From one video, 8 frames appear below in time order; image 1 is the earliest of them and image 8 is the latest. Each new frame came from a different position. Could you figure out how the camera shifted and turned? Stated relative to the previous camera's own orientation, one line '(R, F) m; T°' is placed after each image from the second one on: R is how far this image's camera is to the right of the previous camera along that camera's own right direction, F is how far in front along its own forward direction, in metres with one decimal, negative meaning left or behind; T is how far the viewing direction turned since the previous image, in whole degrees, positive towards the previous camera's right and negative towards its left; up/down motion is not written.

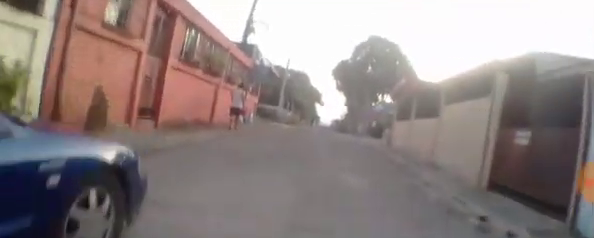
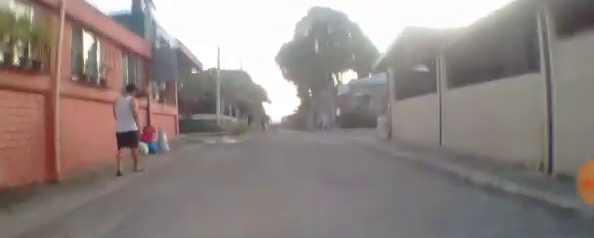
(+0.2, +6.2) m; +5°
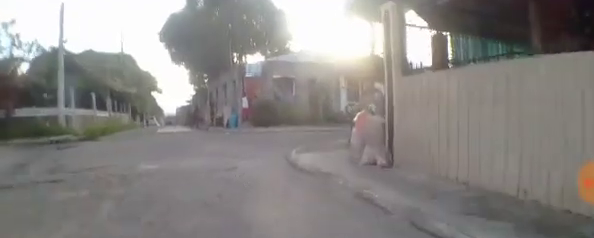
(+0.1, +6.1) m; 0°
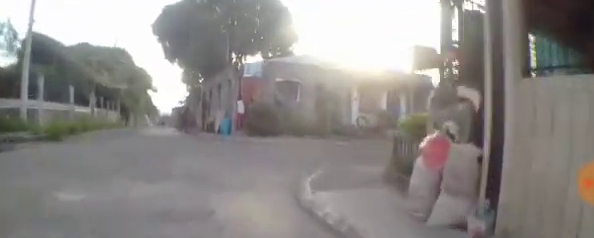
(0.0, +1.8) m; -2°
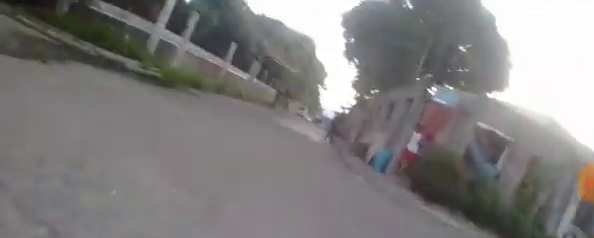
(-0.3, +2.5) m; -35°
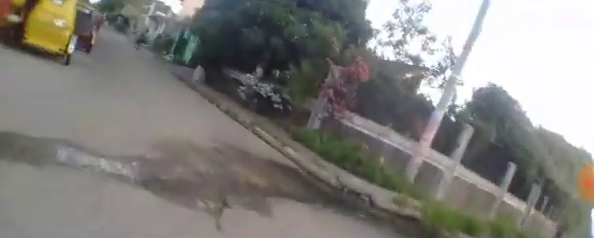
(-1.2, +2.4) m; -30°
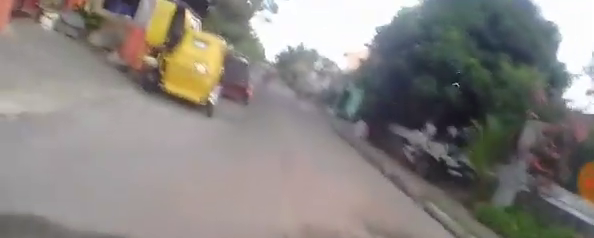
(0.0, +1.4) m; -7°
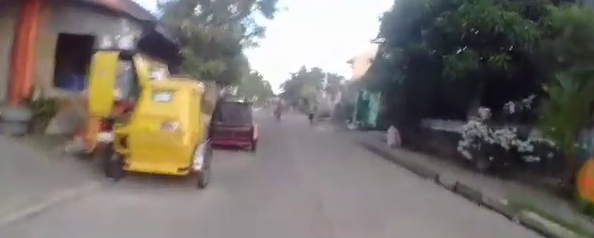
(-0.1, +1.7) m; -7°
